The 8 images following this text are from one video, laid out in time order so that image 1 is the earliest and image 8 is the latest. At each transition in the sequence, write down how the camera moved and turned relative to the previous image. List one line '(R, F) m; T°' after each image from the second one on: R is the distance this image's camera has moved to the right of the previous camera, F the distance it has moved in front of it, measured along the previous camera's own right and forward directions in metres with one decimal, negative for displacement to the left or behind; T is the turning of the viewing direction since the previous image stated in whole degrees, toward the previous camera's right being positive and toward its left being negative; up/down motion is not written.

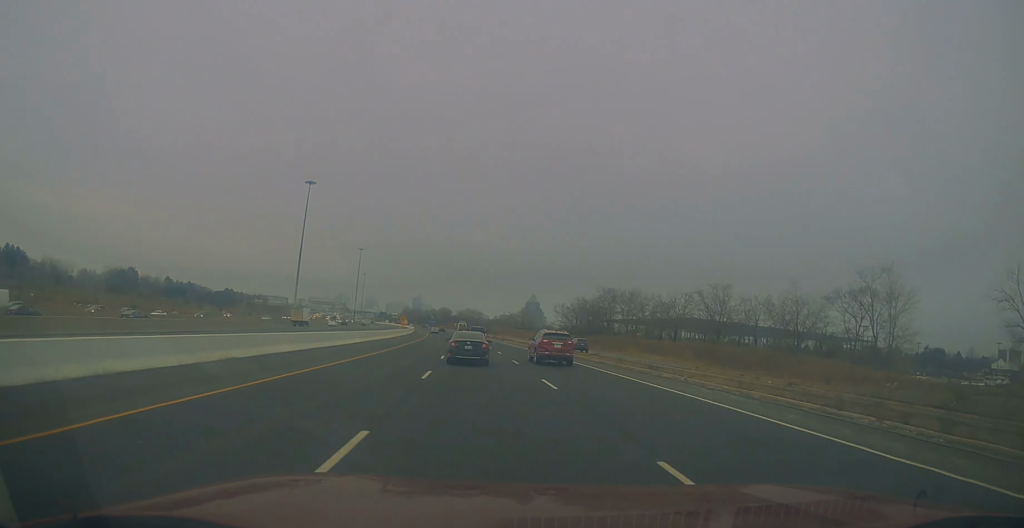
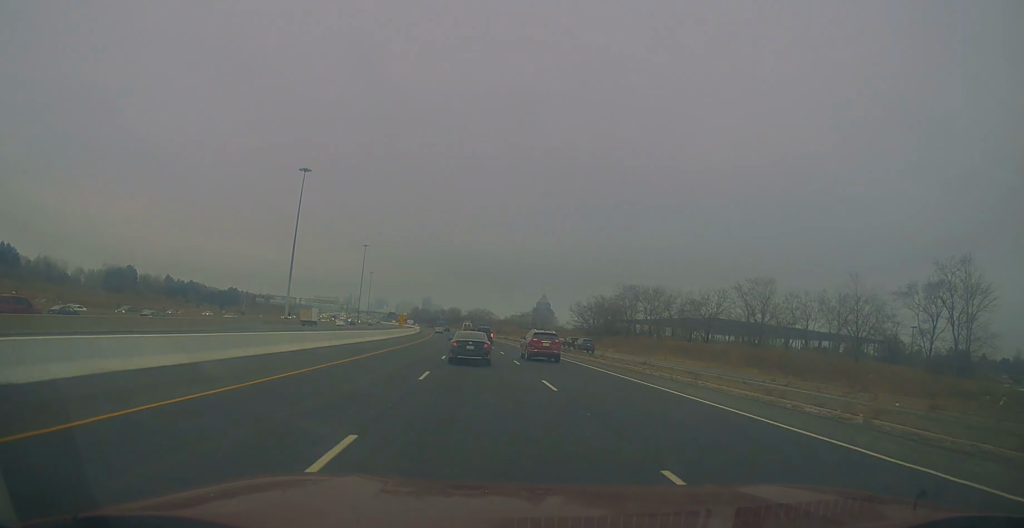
(0.0, +12.6) m; 0°
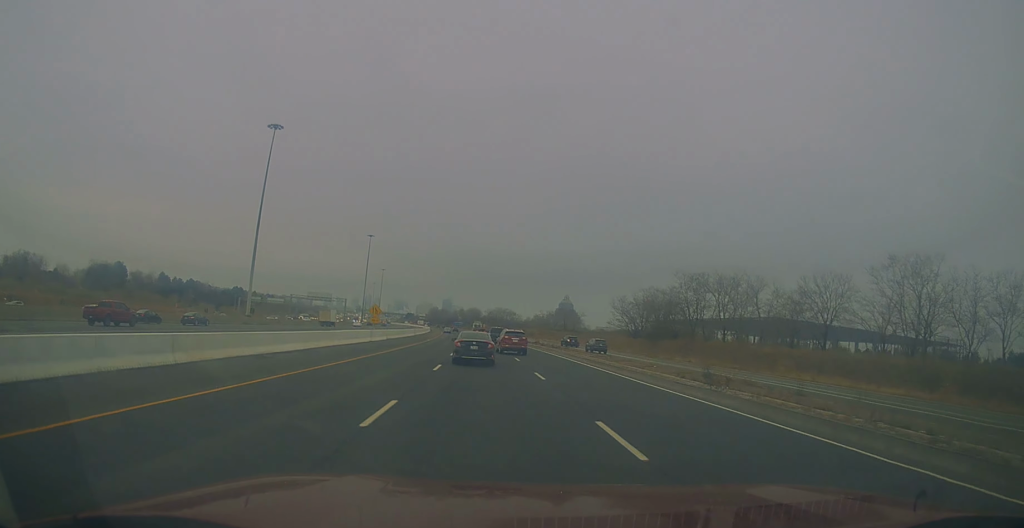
(-0.2, +33.7) m; -2°
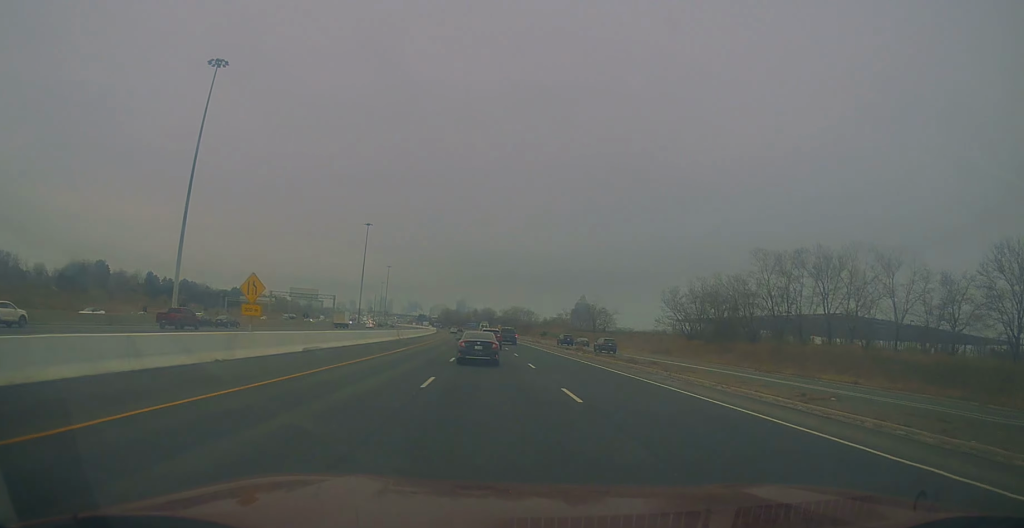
(-0.7, +29.8) m; -2°
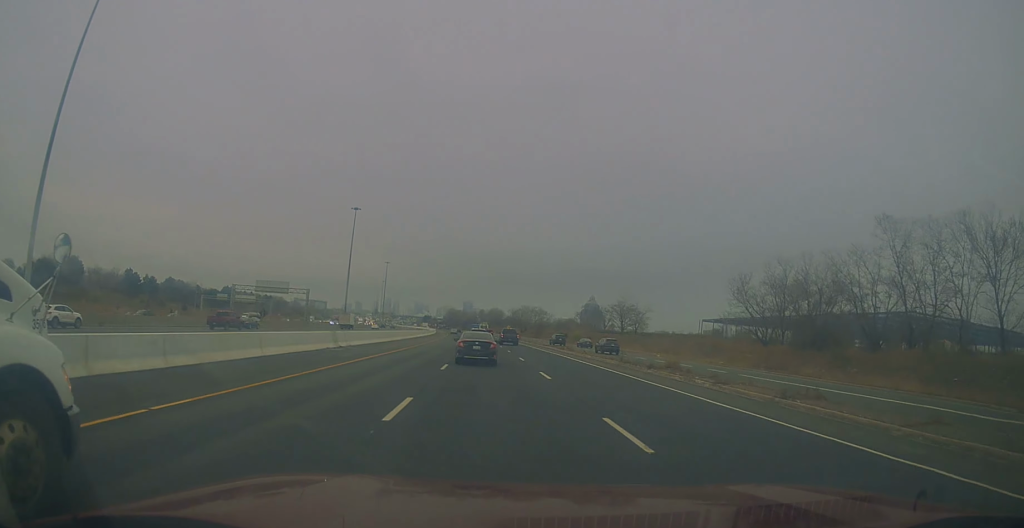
(-0.1, +30.0) m; -1°
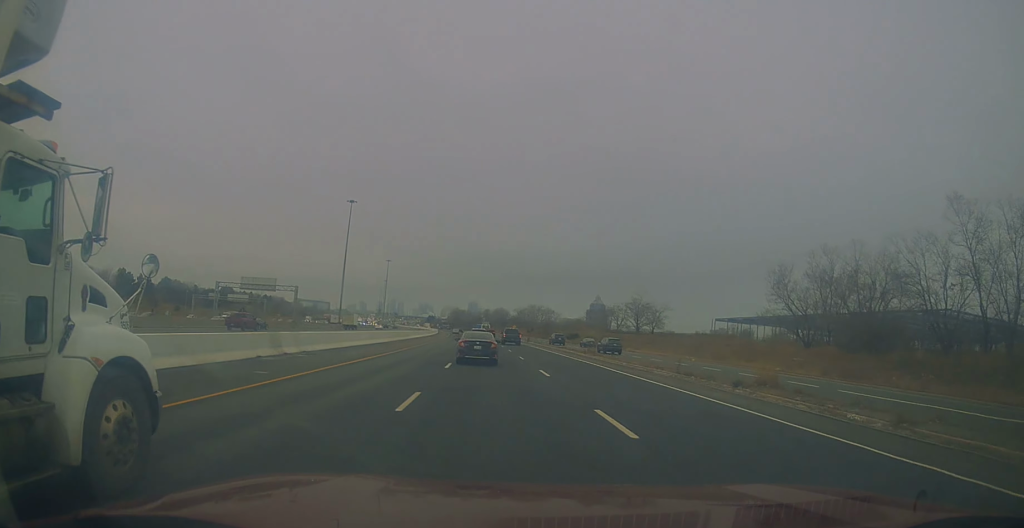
(+0.1, +11.2) m; -1°
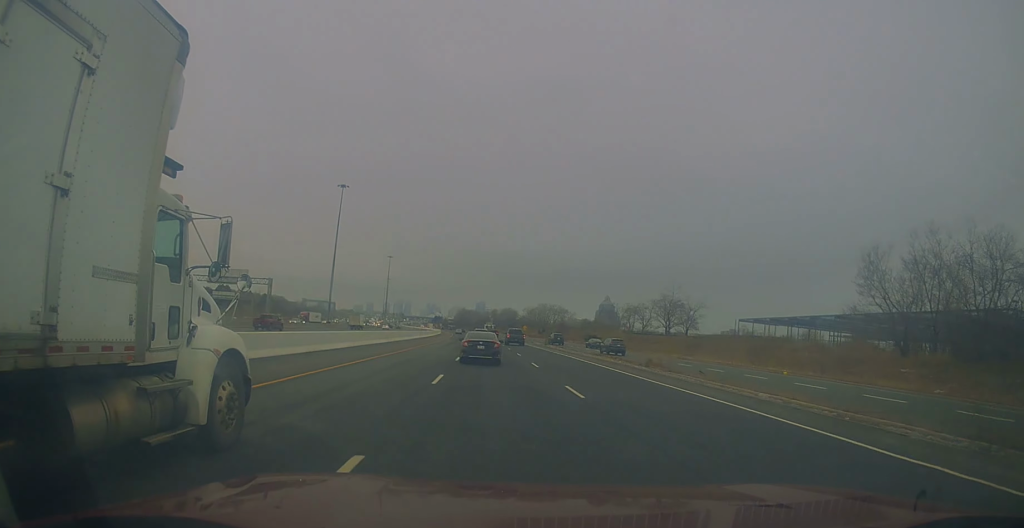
(-0.5, +19.1) m; -1°
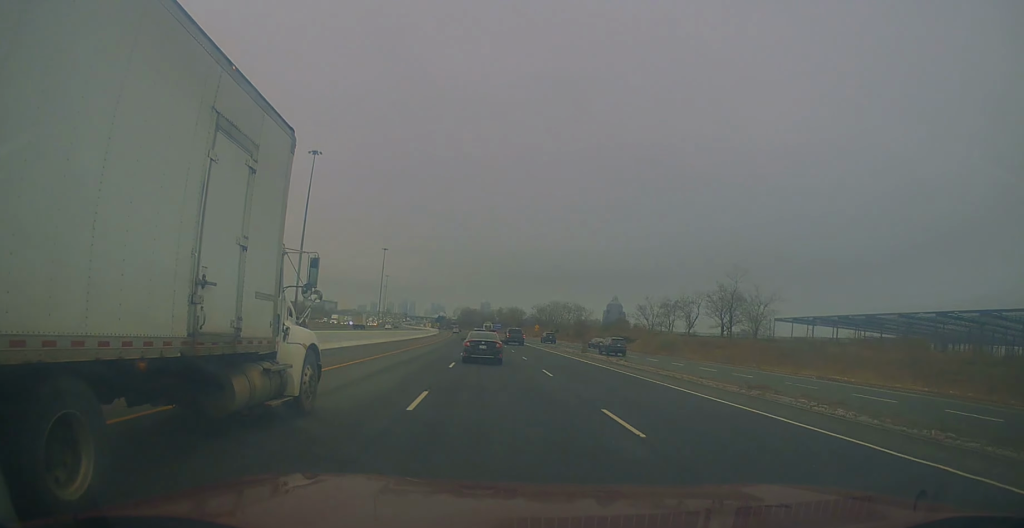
(-0.1, +29.6) m; 0°
